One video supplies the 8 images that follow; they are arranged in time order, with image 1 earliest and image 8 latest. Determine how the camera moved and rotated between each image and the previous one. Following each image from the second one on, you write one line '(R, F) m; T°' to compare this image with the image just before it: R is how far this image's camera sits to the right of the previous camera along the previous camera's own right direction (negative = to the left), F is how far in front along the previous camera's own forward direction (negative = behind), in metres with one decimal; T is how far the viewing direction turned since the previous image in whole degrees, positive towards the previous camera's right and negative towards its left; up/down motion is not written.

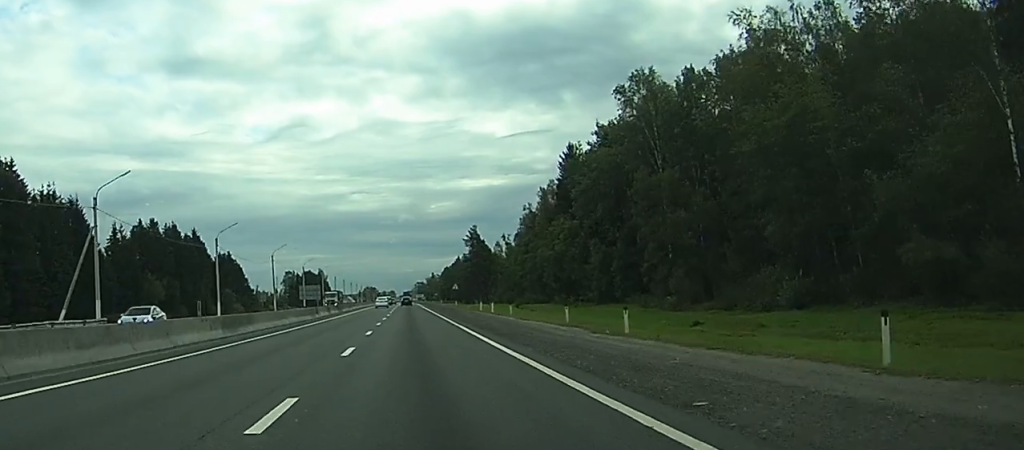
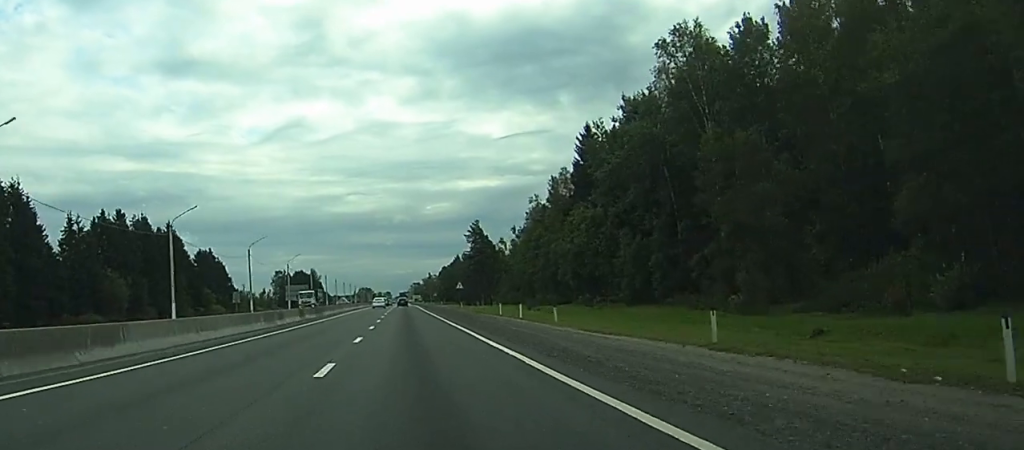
(0.0, +17.5) m; 0°
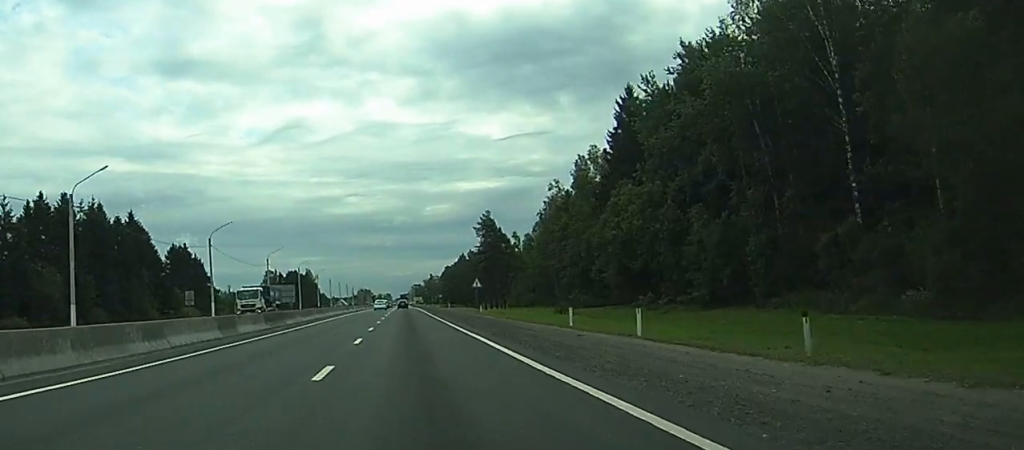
(+0.1, +24.2) m; 0°
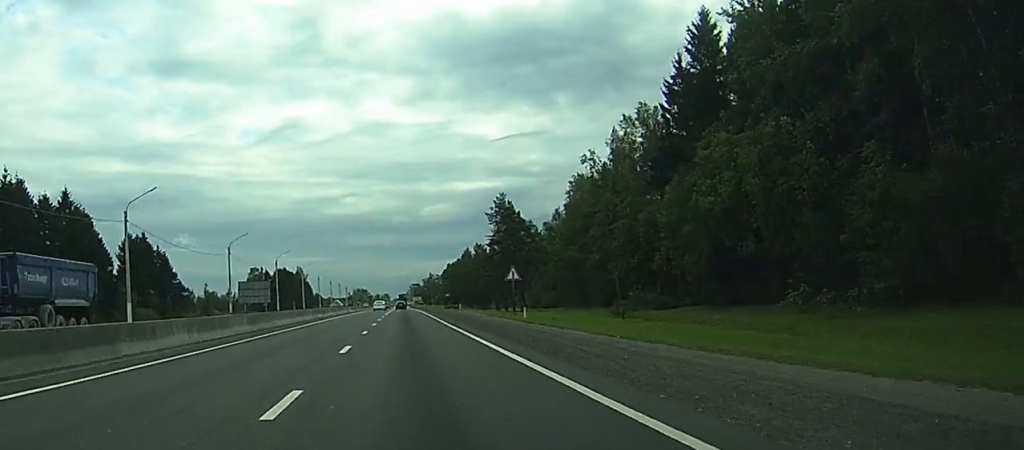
(+0.1, +28.5) m; 0°
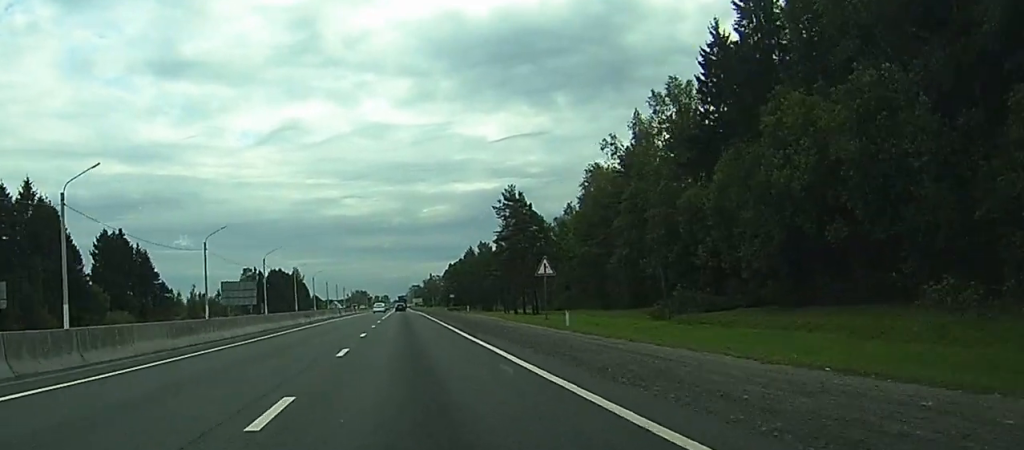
(0.0, +12.6) m; 0°
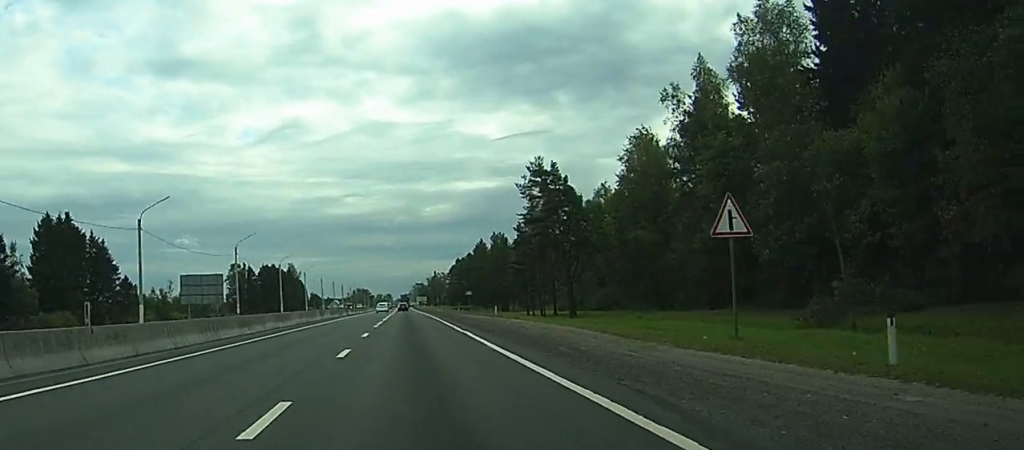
(0.0, +24.4) m; 0°
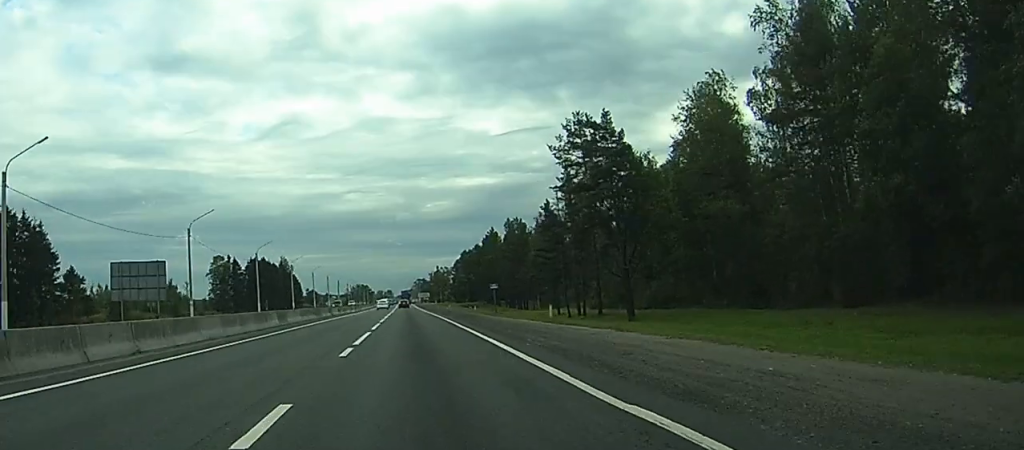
(-0.1, +24.3) m; 0°
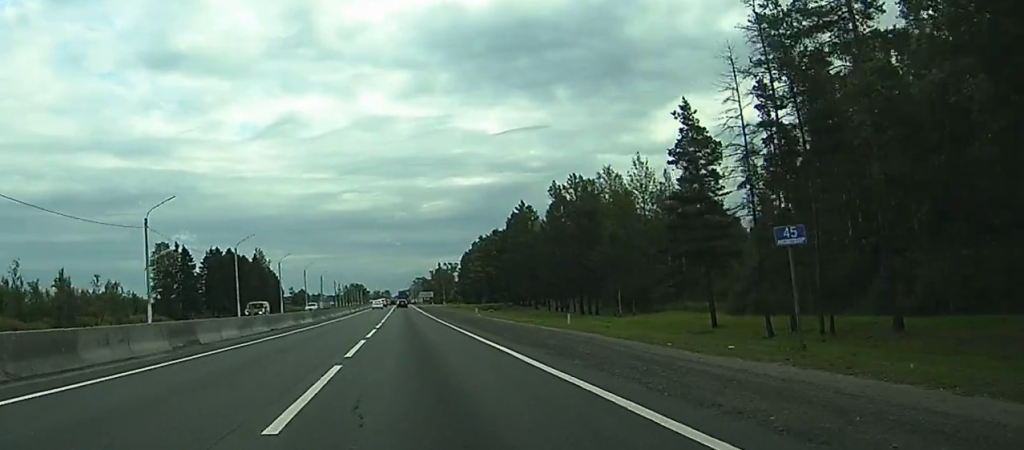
(-0.1, +53.1) m; 0°
